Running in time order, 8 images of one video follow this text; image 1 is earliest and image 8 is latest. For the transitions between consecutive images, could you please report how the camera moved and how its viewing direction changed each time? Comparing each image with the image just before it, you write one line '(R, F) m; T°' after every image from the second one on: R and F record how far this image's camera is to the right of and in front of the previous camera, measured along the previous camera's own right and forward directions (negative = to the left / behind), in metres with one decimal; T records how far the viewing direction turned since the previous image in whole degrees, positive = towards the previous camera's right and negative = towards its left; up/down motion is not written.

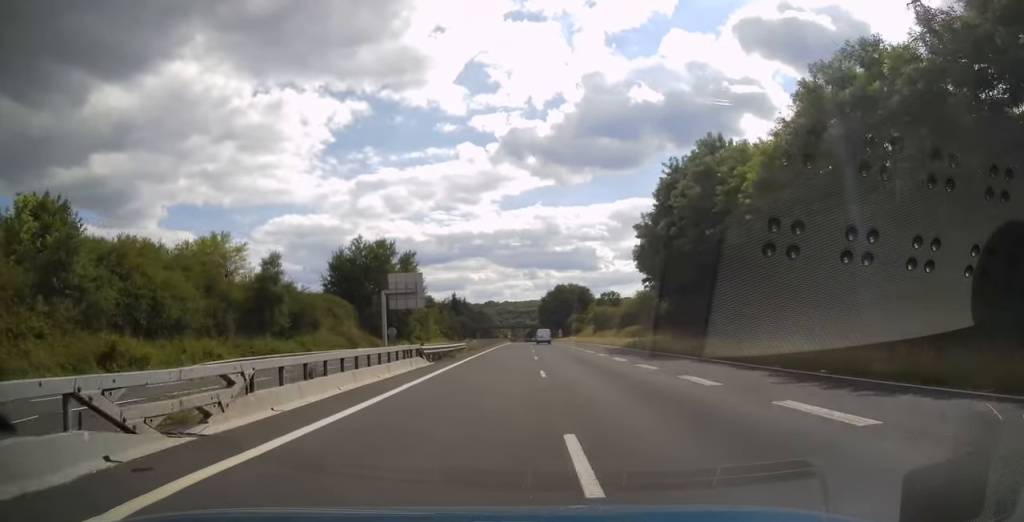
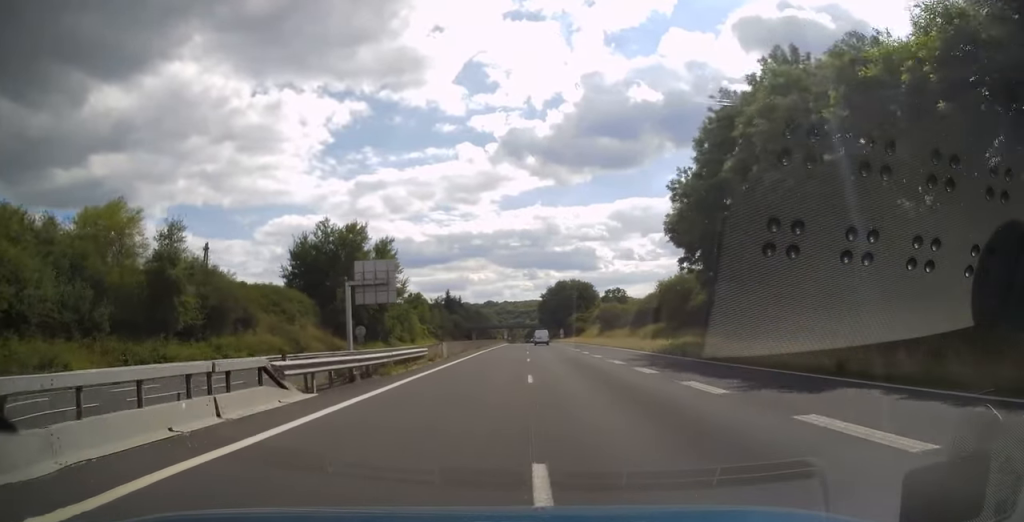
(+0.1, +14.7) m; 0°
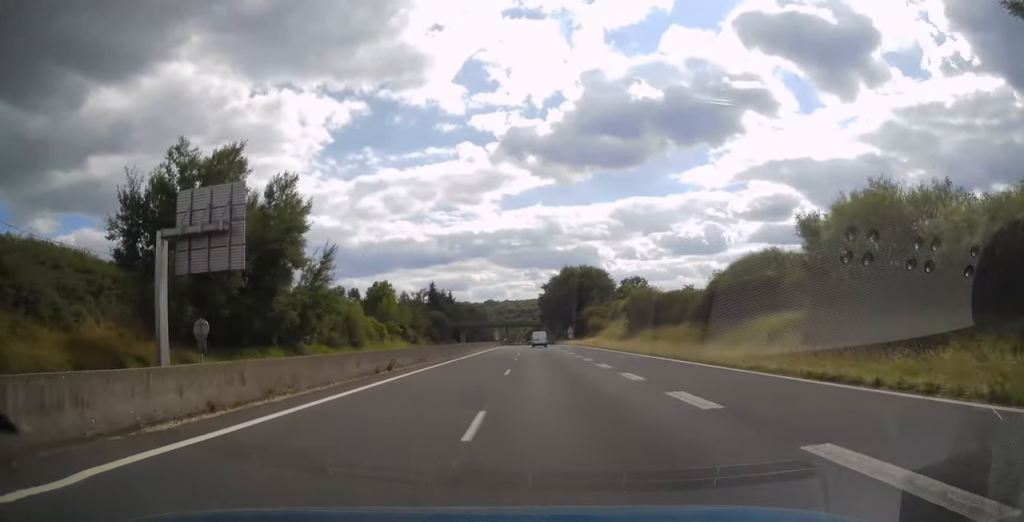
(+0.4, +34.4) m; +1°
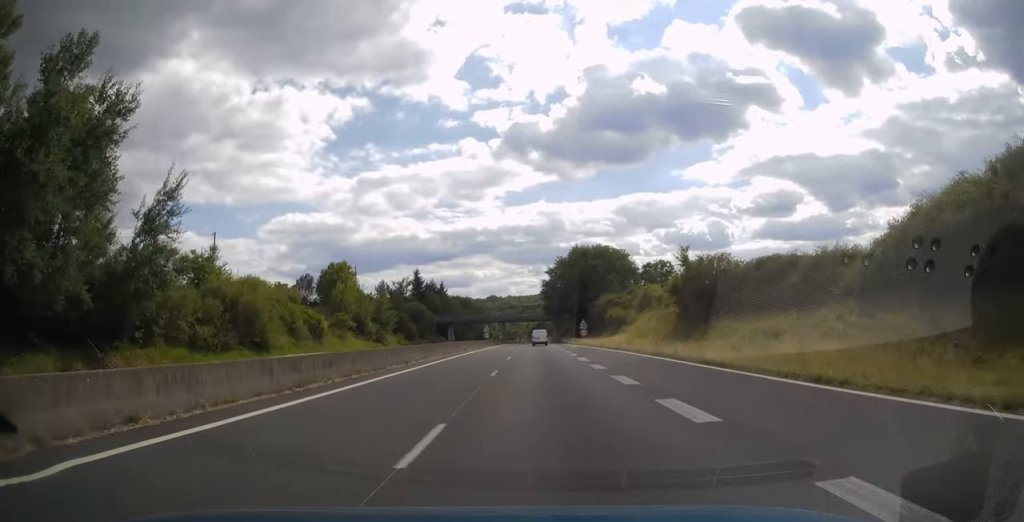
(-0.1, +27.4) m; -1°
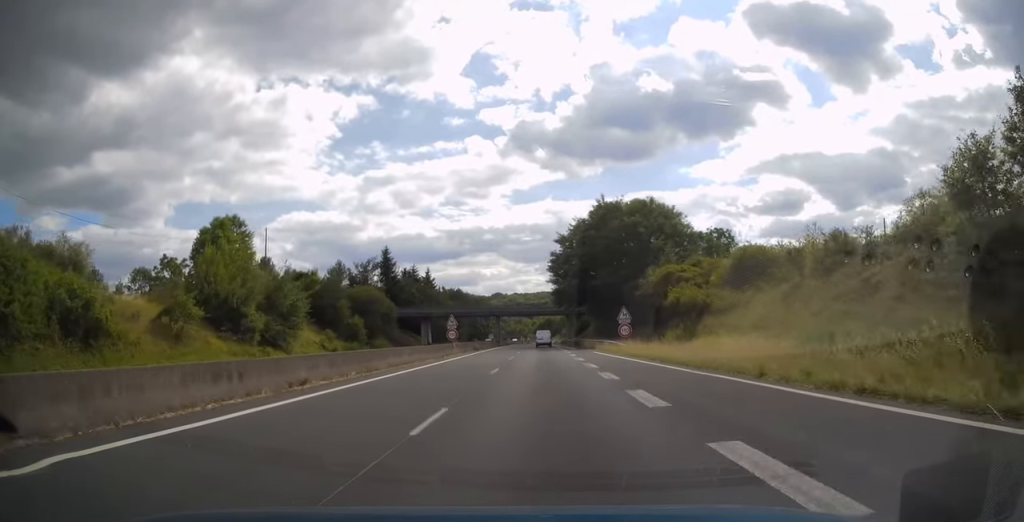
(-0.4, +36.8) m; 0°
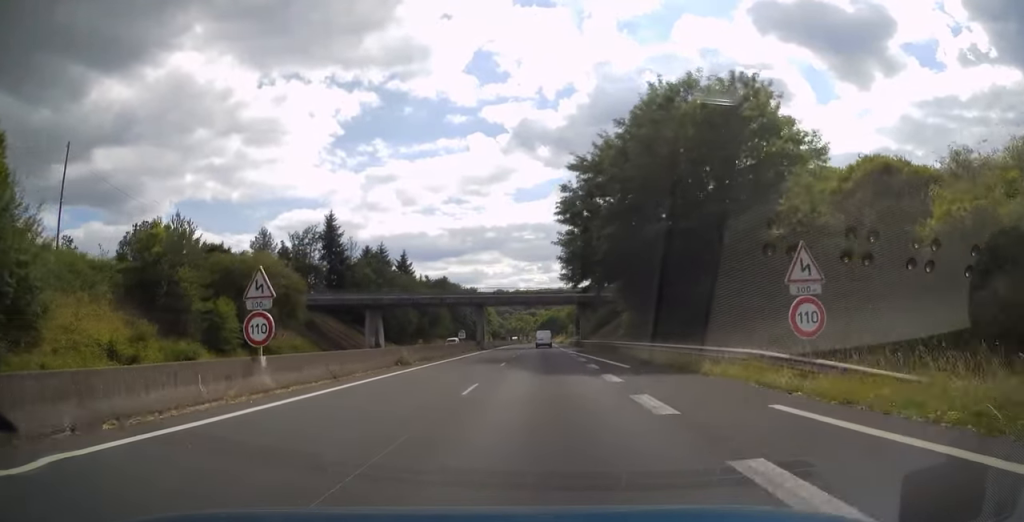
(+0.2, +33.2) m; 0°
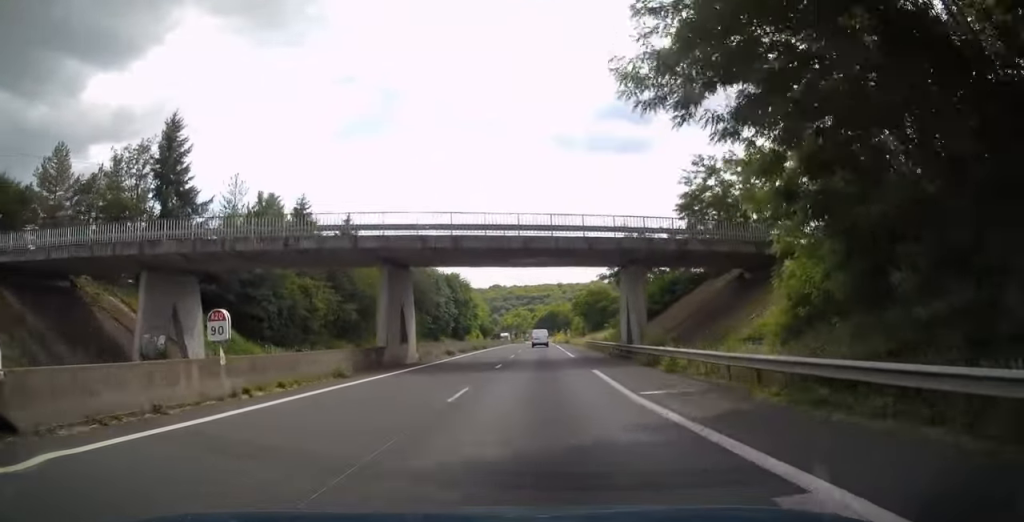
(-0.4, +40.4) m; 0°
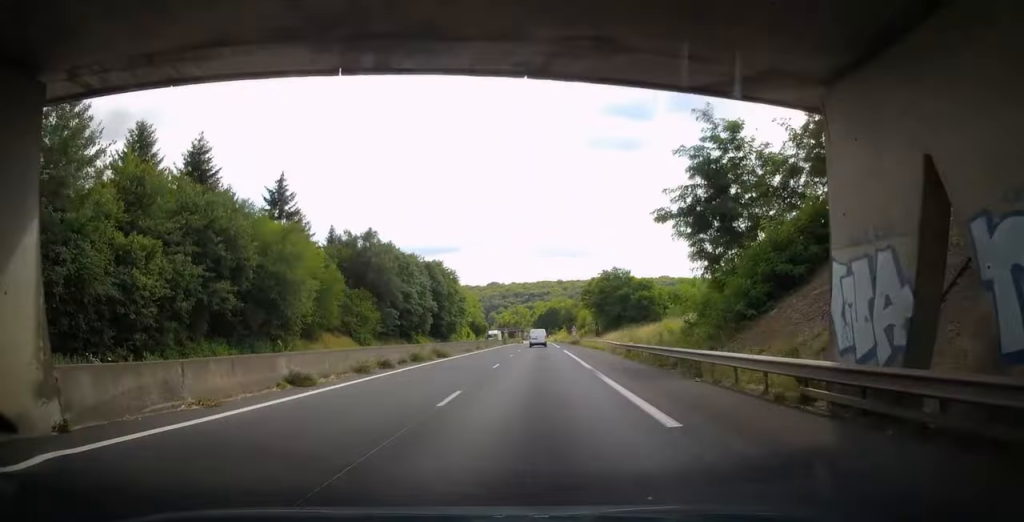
(+0.1, +26.8) m; 0°
